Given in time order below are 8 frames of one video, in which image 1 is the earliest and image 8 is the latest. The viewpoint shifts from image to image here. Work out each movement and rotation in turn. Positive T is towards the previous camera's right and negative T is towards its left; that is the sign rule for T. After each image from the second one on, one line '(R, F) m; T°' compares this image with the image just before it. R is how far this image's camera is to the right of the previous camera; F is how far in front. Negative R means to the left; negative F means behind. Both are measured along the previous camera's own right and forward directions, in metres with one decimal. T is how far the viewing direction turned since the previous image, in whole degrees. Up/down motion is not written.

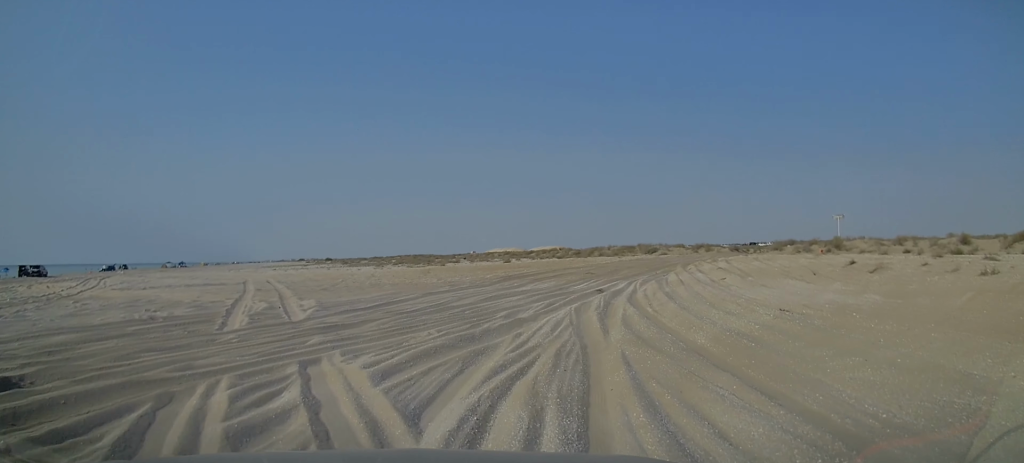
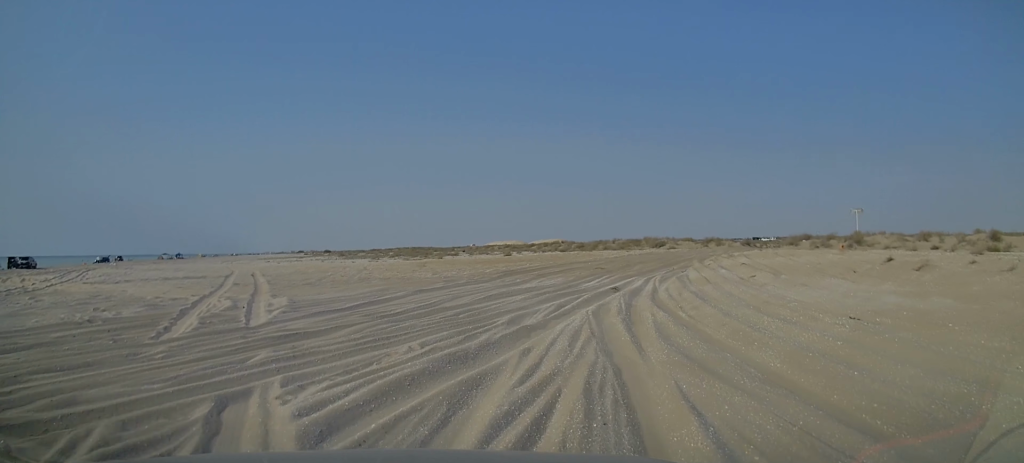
(0.0, +3.0) m; +2°
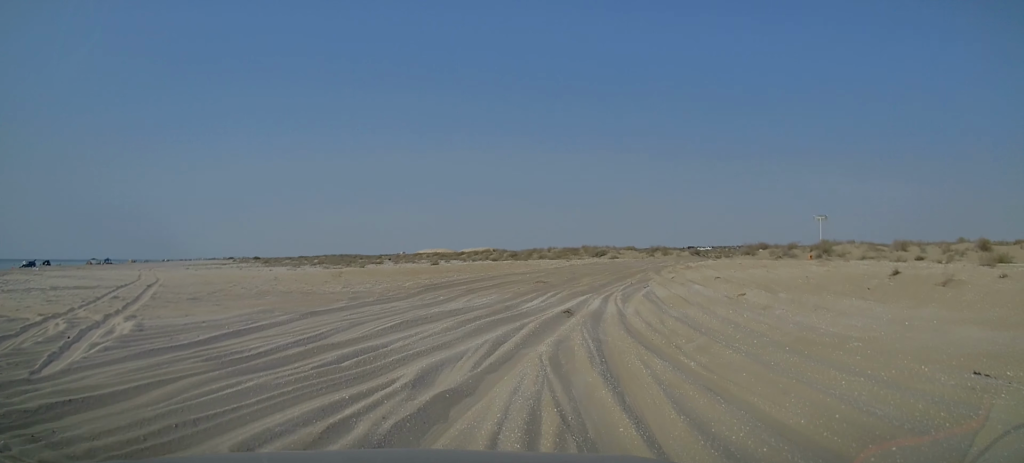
(+0.1, +4.9) m; +3°
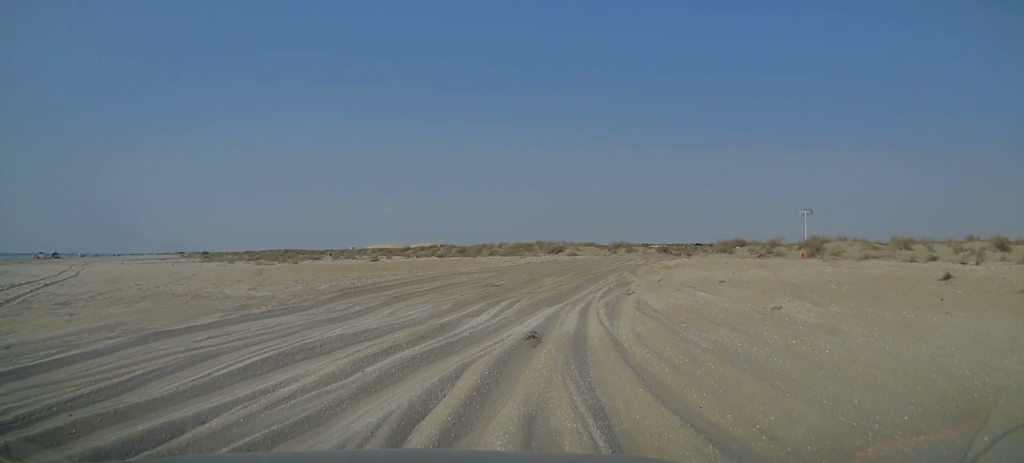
(+0.2, +5.2) m; +5°
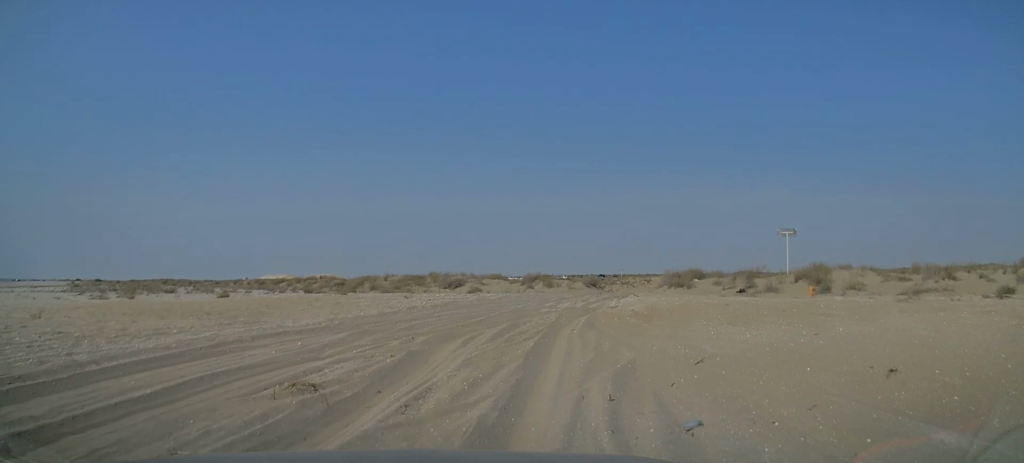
(+0.8, +10.8) m; +8°
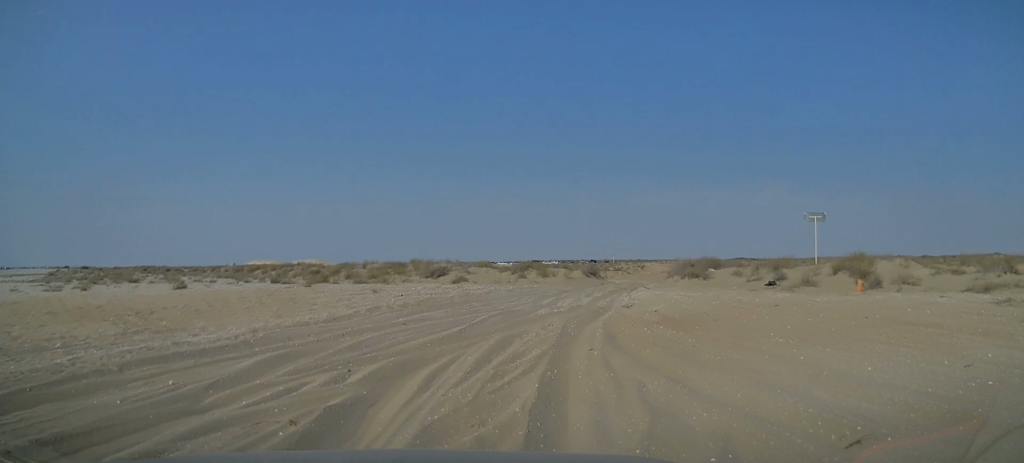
(0.0, +4.1) m; +2°
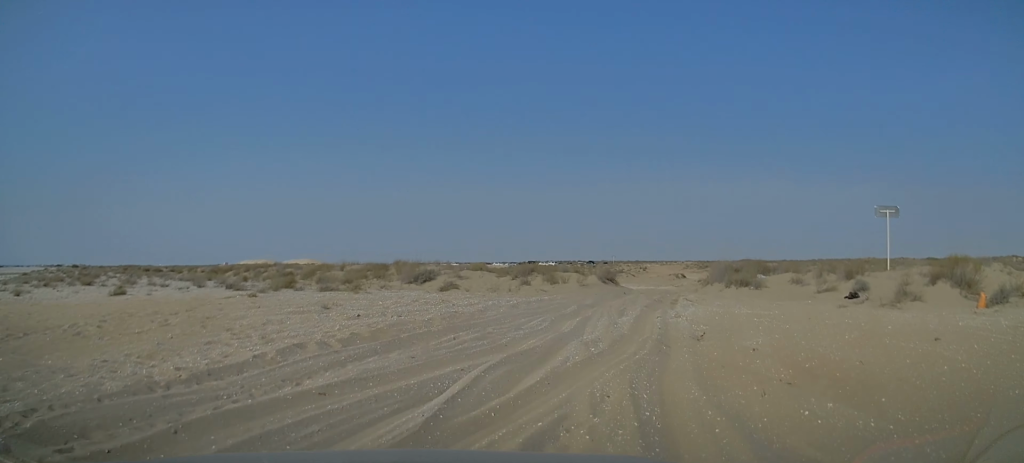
(+0.2, +5.9) m; +1°
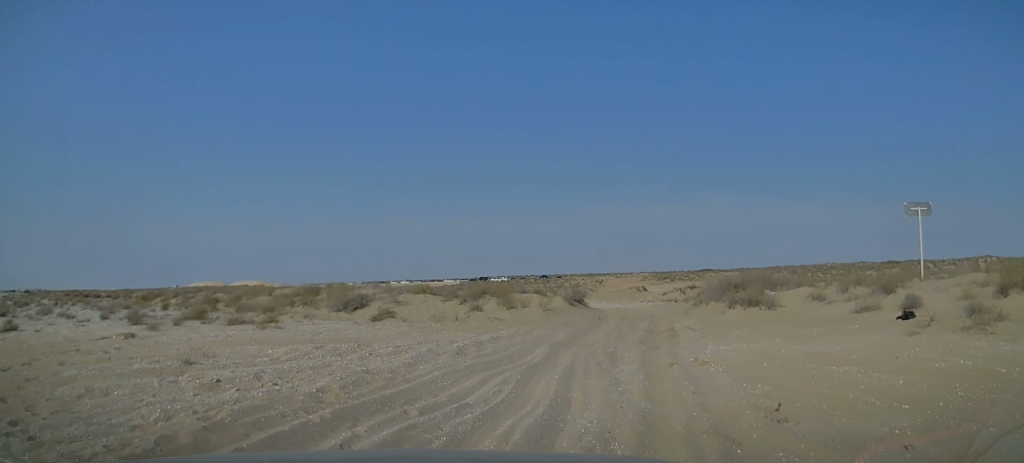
(-0.1, +5.0) m; +4°
